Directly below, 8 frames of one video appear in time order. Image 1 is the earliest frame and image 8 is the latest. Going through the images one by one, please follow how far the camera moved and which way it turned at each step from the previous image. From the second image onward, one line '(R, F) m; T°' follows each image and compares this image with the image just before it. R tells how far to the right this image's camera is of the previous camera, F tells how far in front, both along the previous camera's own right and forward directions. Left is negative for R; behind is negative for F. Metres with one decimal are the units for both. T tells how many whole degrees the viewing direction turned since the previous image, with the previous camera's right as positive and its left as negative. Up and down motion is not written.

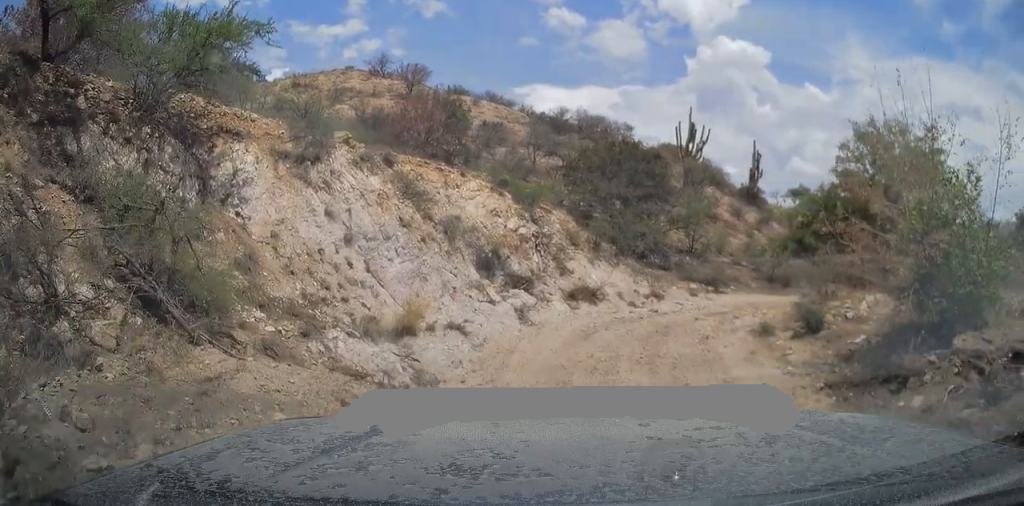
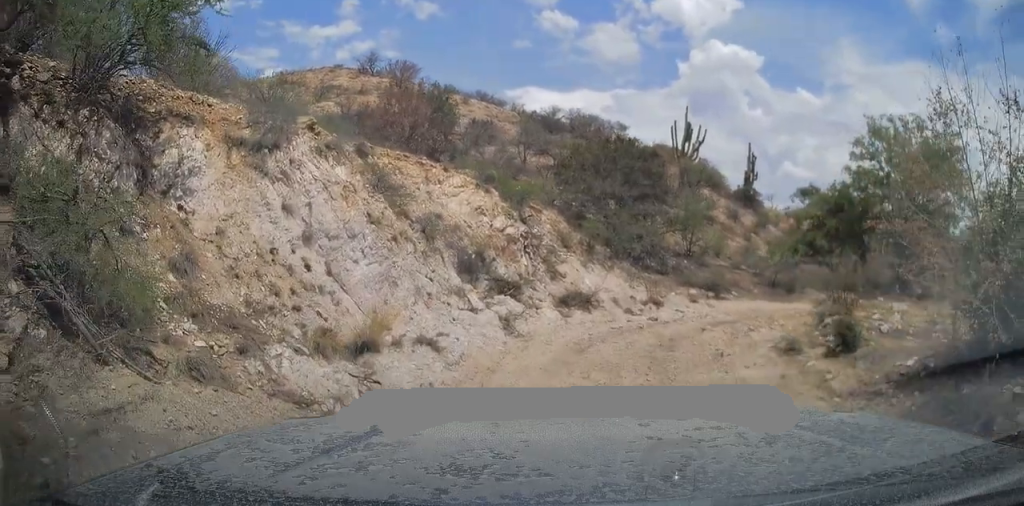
(0.0, +1.8) m; +2°
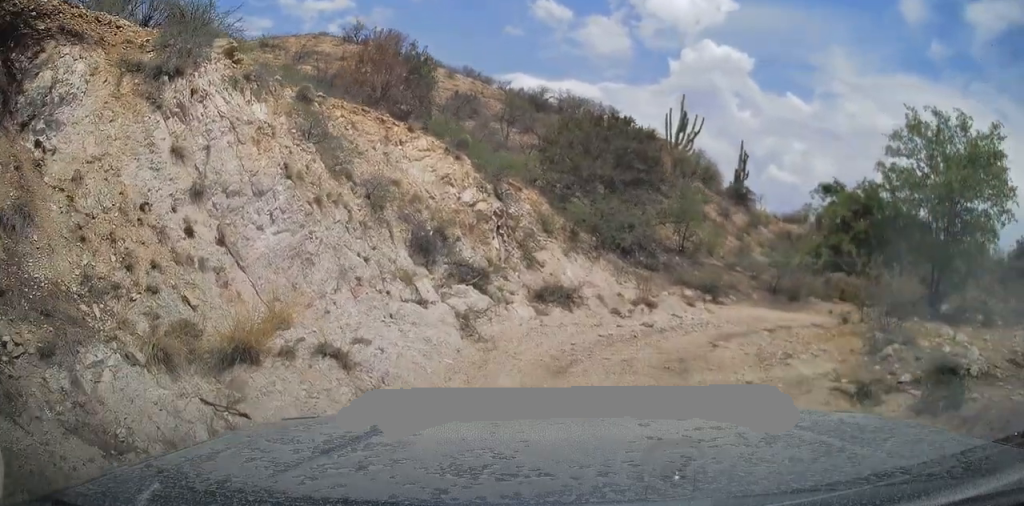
(0.0, +2.9) m; +4°
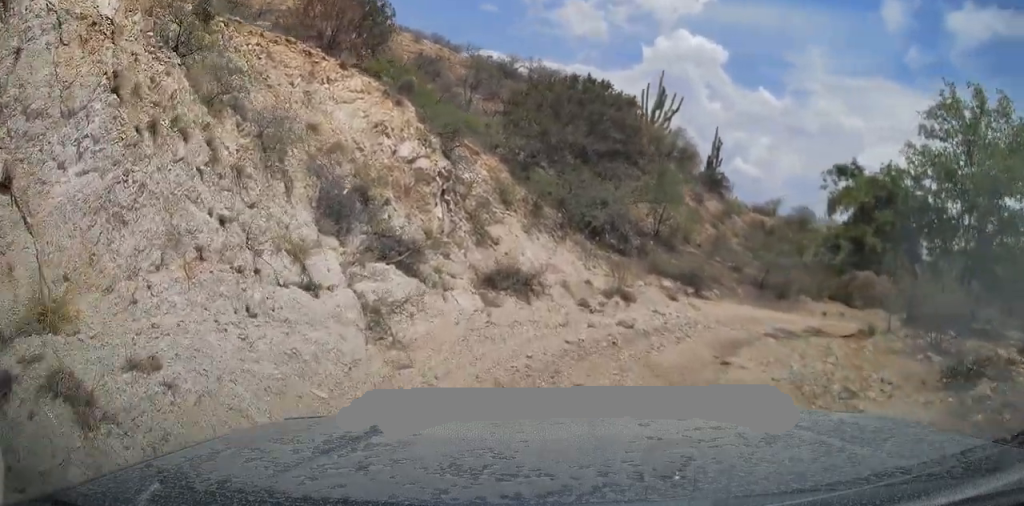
(+0.2, +2.8) m; +7°
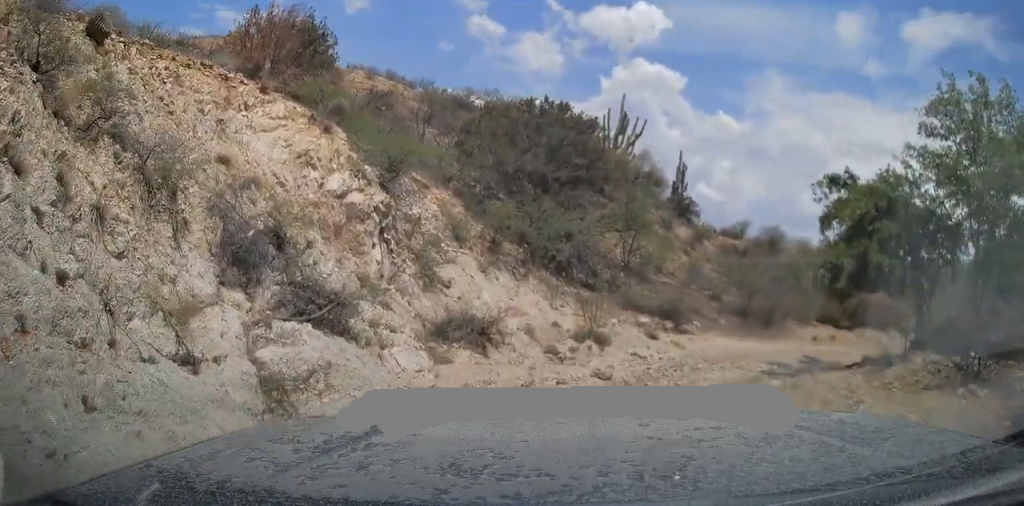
(0.0, +1.6) m; +4°
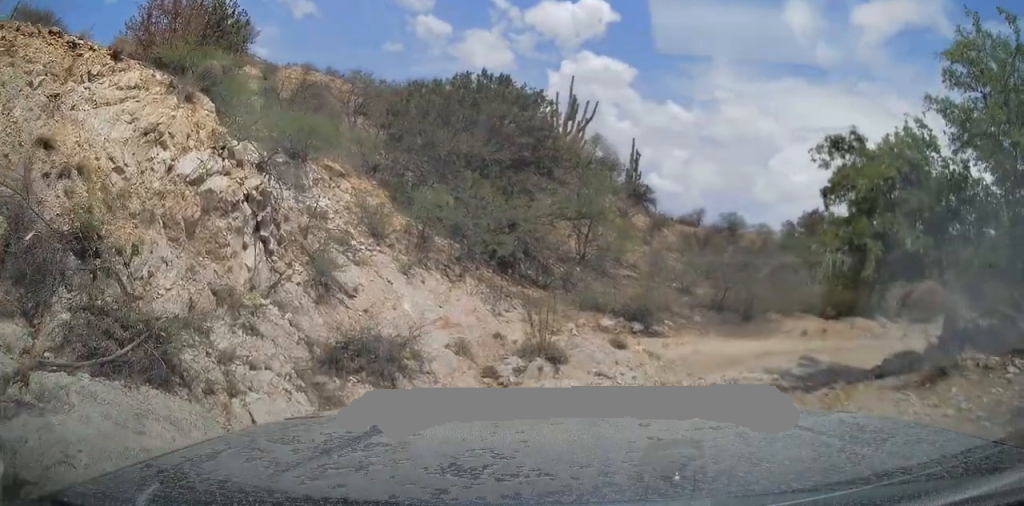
(+0.2, +2.6) m; +3°
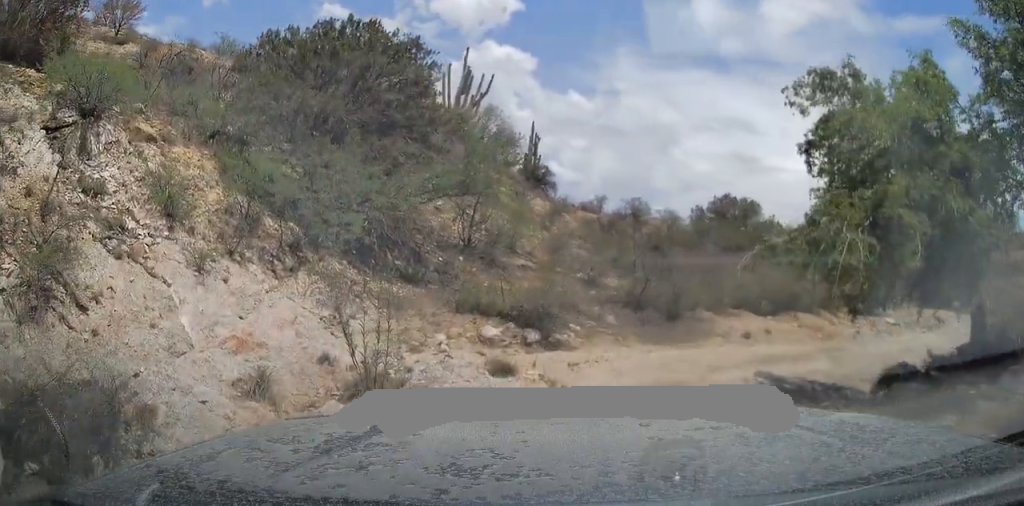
(+0.1, +3.2) m; +8°
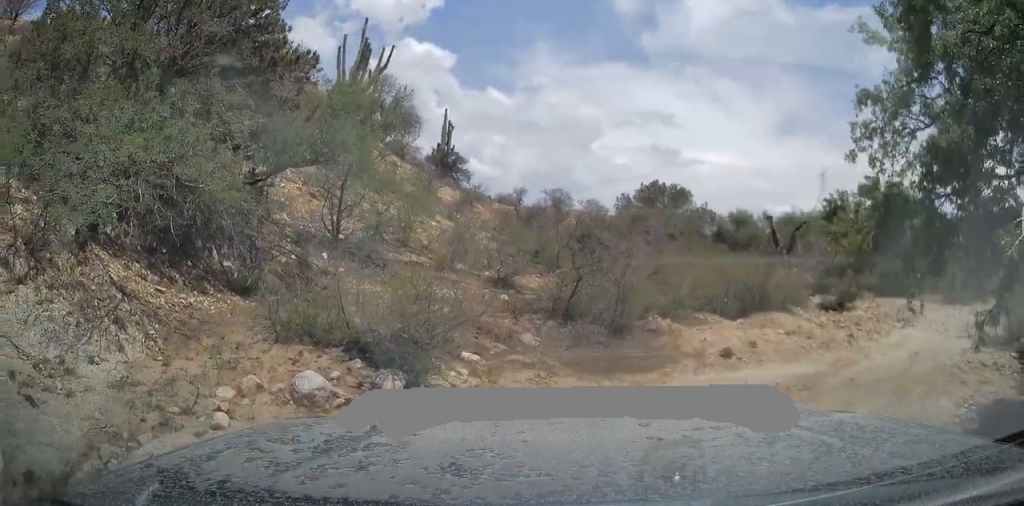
(0.0, +4.4) m; +5°
